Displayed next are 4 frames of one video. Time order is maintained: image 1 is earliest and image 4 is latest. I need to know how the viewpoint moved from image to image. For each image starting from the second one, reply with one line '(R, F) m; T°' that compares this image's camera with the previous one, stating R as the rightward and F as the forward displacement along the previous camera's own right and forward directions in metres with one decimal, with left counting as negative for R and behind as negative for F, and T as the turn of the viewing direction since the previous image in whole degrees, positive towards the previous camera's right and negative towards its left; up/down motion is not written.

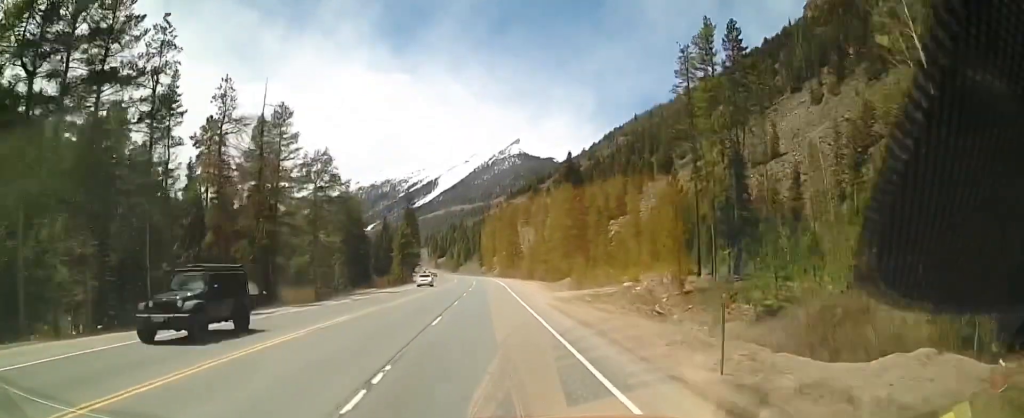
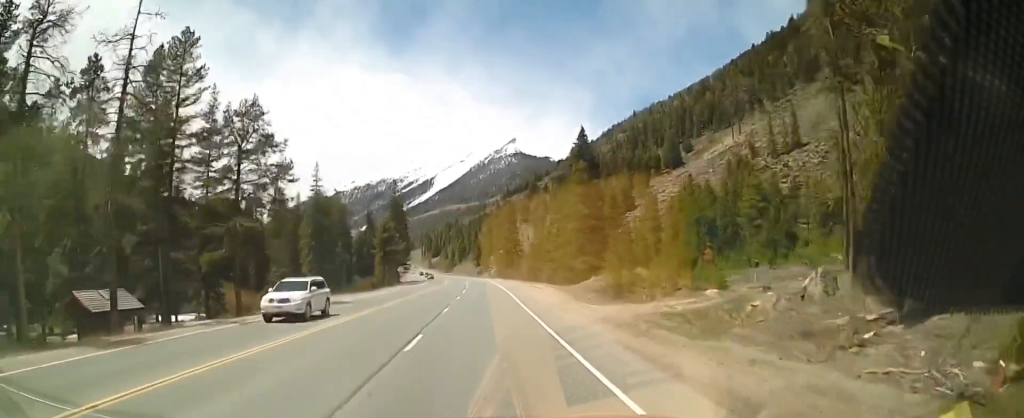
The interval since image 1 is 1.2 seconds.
(+0.5, +17.2) m; +2°
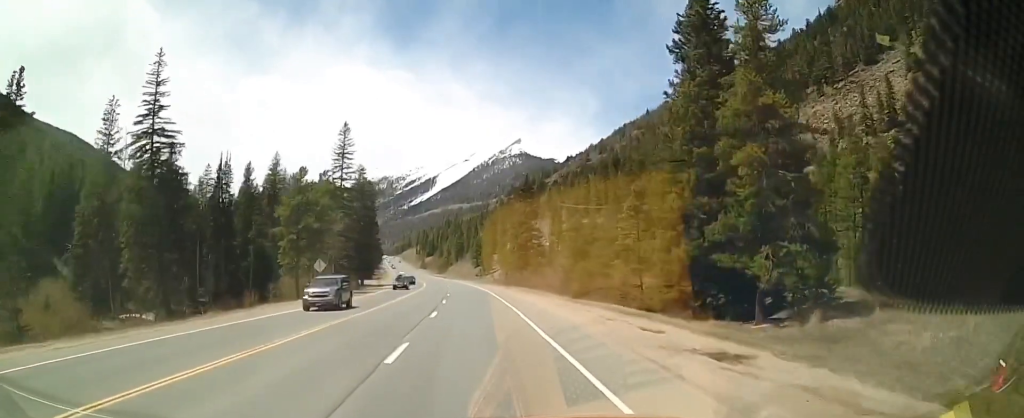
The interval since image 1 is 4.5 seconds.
(+1.5, +49.4) m; +5°
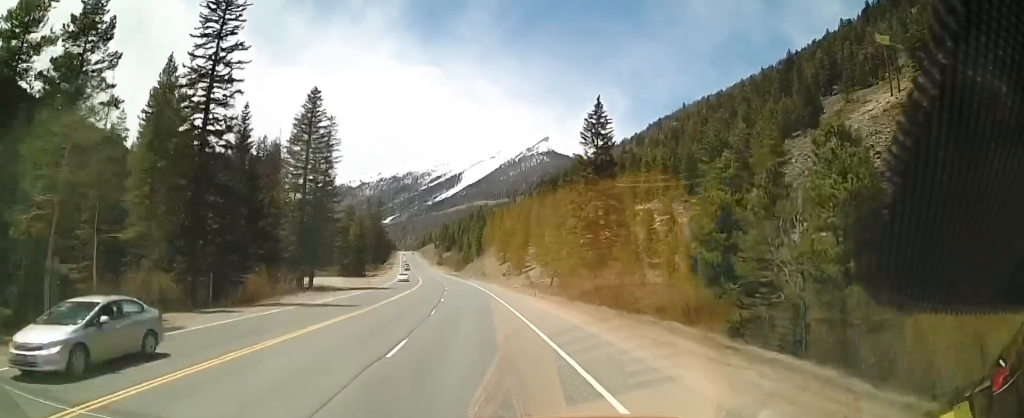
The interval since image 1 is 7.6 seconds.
(+0.5, +48.5) m; -1°
